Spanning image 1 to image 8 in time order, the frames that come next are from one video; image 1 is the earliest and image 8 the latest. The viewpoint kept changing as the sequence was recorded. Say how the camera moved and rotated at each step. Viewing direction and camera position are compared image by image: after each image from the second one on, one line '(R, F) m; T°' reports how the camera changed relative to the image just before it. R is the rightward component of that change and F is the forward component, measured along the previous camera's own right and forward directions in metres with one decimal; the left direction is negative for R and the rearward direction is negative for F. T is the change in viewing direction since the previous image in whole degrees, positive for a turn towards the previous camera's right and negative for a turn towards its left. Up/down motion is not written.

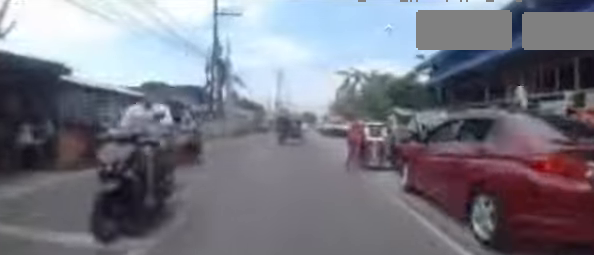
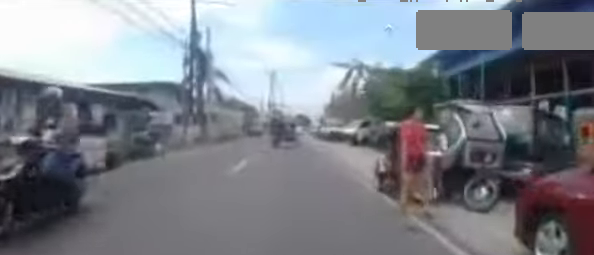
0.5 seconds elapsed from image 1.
(0.0, +3.7) m; +1°
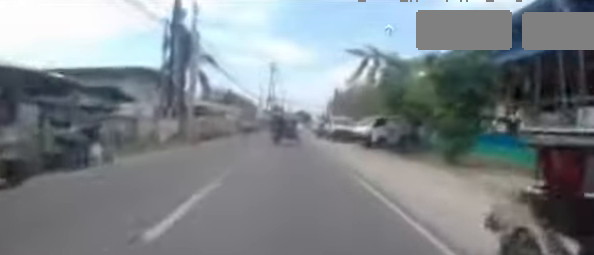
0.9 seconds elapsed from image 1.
(0.0, +3.7) m; 0°
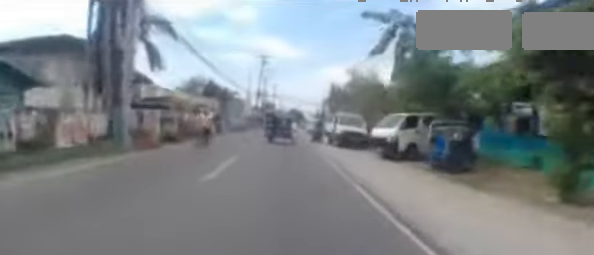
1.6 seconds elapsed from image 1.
(0.0, +5.4) m; 0°
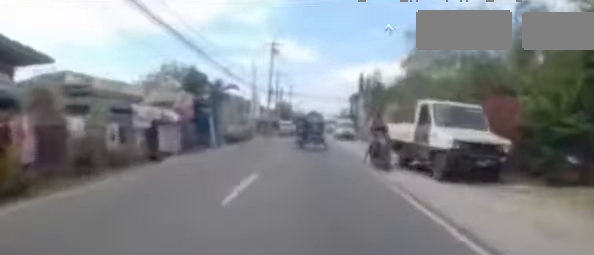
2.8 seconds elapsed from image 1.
(0.0, +10.4) m; 0°
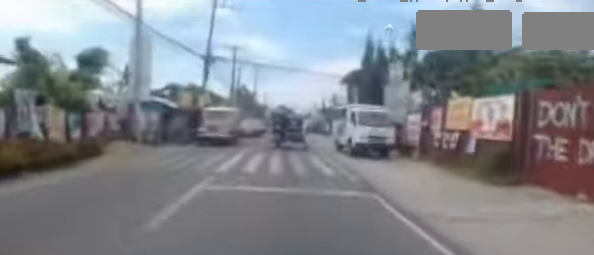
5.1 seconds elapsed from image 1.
(+0.9, +19.2) m; +3°
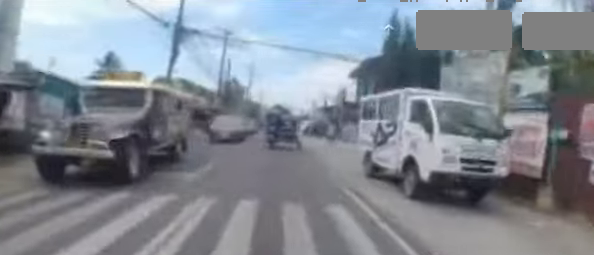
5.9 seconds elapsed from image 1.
(-0.2, +6.4) m; -2°
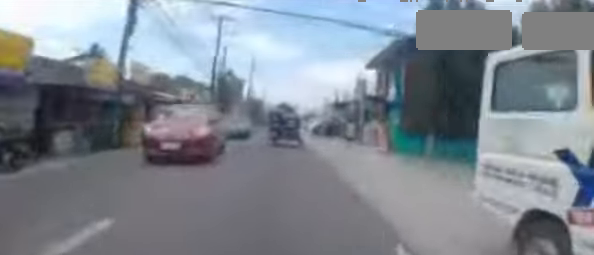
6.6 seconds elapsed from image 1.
(-0.1, +5.4) m; -1°
